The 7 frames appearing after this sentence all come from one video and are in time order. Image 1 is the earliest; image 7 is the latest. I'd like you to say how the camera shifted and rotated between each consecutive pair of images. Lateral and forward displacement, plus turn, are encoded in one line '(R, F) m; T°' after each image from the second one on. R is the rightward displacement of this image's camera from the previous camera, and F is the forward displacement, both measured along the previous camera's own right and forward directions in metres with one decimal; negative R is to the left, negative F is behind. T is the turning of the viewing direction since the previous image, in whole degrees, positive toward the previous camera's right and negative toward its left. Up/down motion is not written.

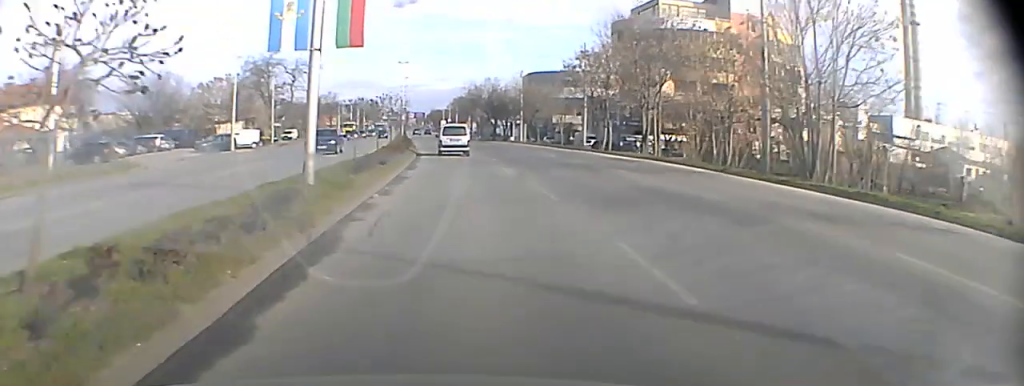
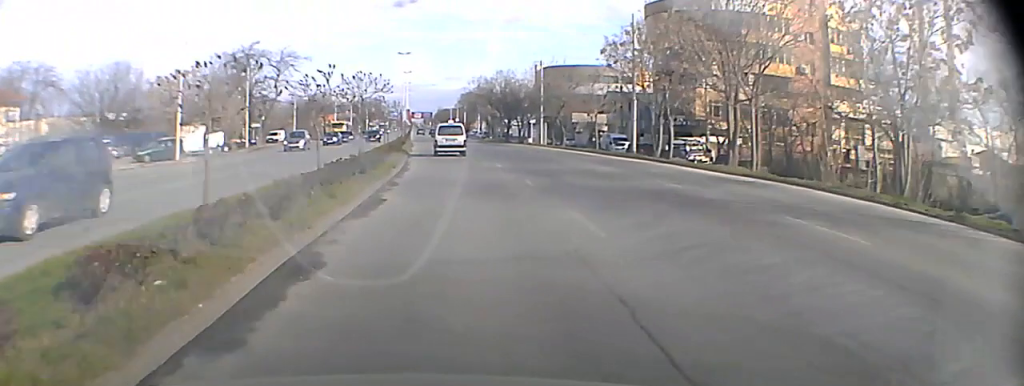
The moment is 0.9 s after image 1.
(-0.2, +14.1) m; -1°
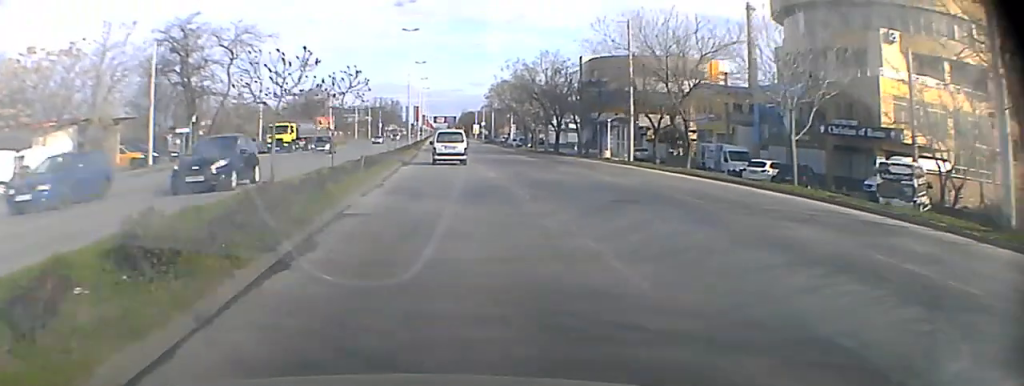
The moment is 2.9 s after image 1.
(-0.7, +31.4) m; -2°
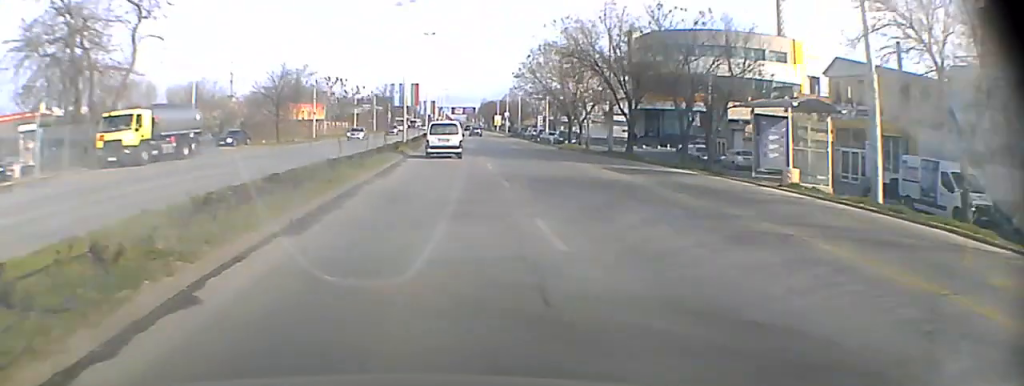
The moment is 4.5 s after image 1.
(-0.4, +25.2) m; -2°
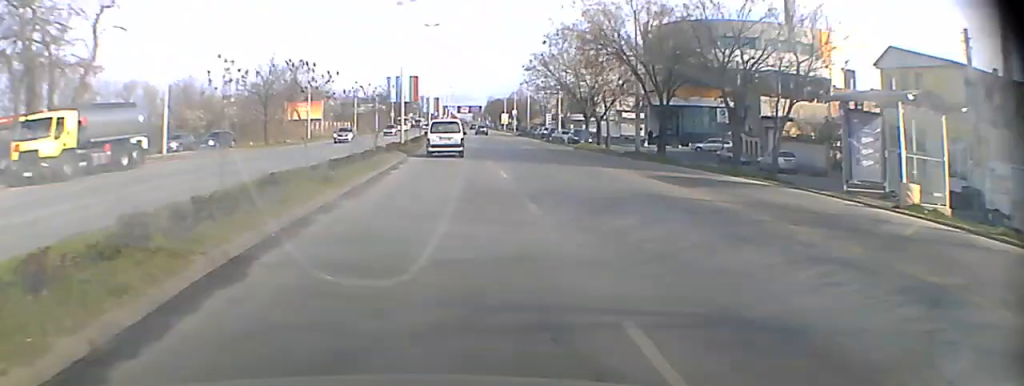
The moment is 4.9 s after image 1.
(0.0, +6.3) m; 0°
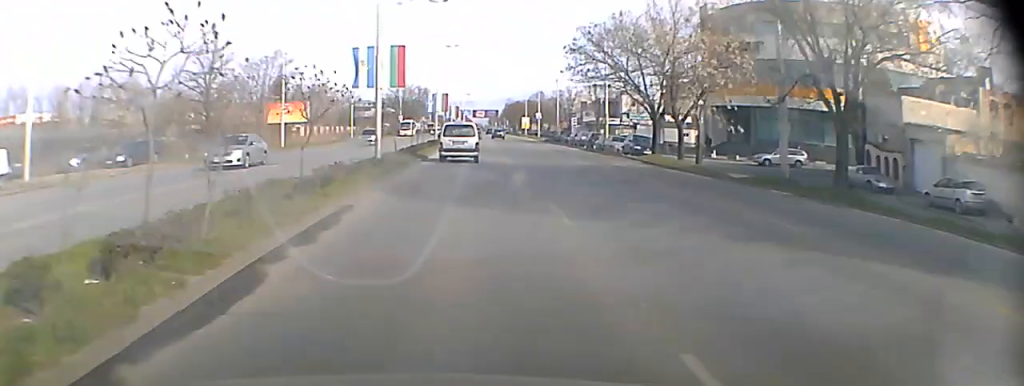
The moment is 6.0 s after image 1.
(0.0, +17.2) m; 0°
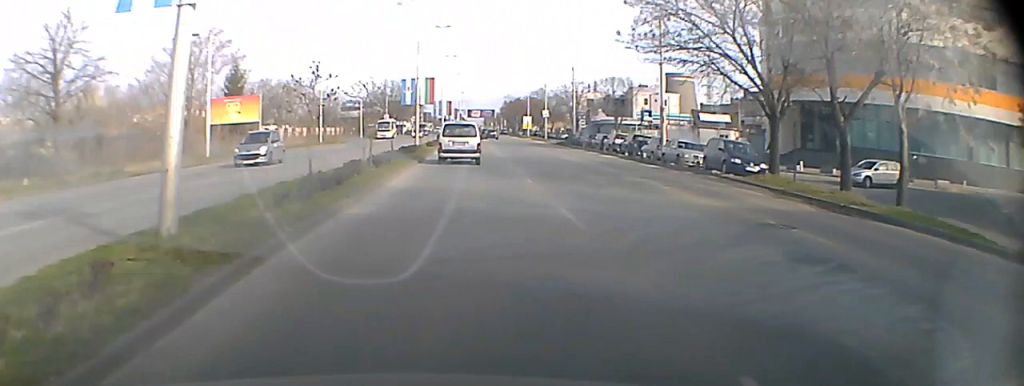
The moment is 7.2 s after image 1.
(-0.1, +18.5) m; -1°
